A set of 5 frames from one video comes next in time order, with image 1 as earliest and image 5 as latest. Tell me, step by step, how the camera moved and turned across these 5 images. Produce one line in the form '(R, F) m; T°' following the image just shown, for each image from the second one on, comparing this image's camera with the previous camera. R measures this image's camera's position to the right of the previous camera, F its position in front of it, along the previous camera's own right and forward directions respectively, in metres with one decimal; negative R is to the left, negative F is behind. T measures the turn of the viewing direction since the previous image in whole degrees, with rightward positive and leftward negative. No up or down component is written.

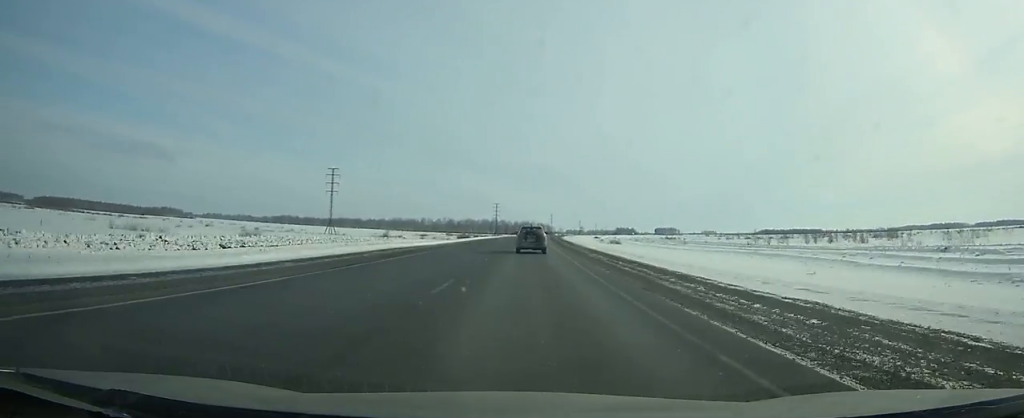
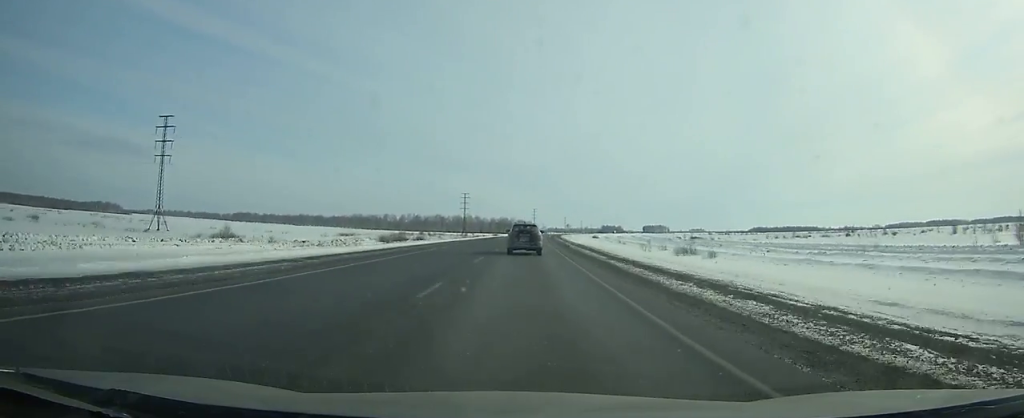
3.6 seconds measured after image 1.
(+1.6, +95.8) m; +2°
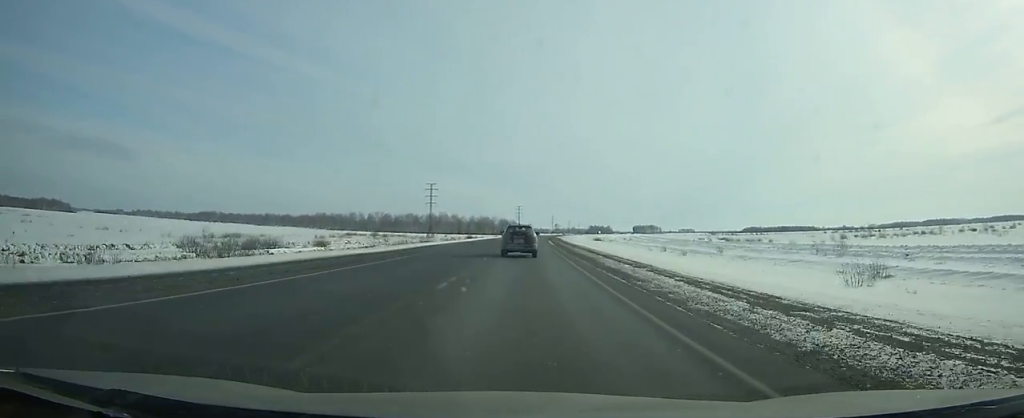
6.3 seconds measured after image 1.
(+0.8, +70.4) m; +1°
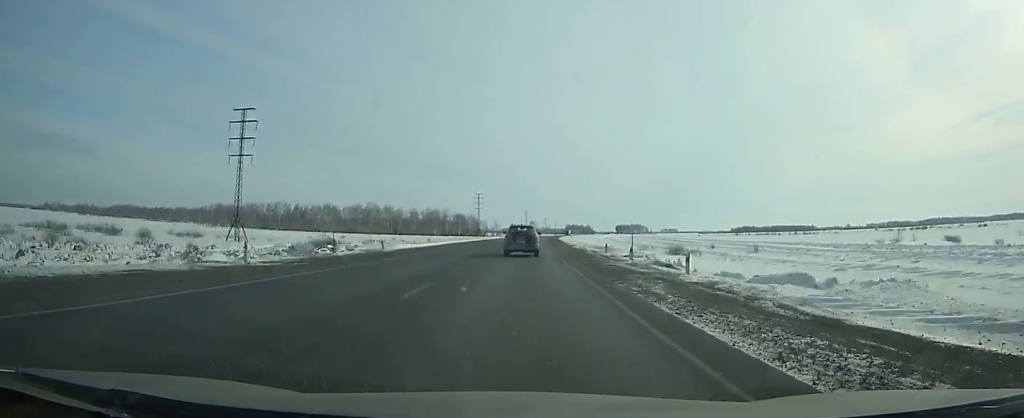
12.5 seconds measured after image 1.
(+4.6, +159.1) m; +3°
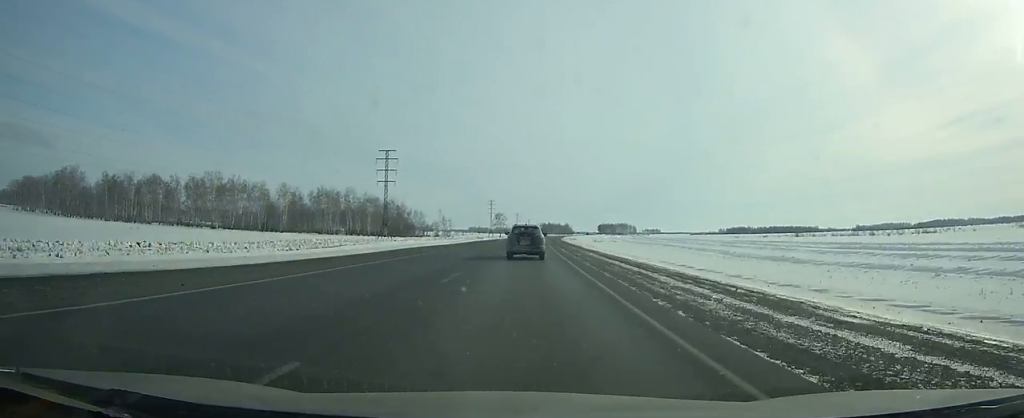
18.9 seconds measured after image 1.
(+3.2, +164.0) m; +3°
